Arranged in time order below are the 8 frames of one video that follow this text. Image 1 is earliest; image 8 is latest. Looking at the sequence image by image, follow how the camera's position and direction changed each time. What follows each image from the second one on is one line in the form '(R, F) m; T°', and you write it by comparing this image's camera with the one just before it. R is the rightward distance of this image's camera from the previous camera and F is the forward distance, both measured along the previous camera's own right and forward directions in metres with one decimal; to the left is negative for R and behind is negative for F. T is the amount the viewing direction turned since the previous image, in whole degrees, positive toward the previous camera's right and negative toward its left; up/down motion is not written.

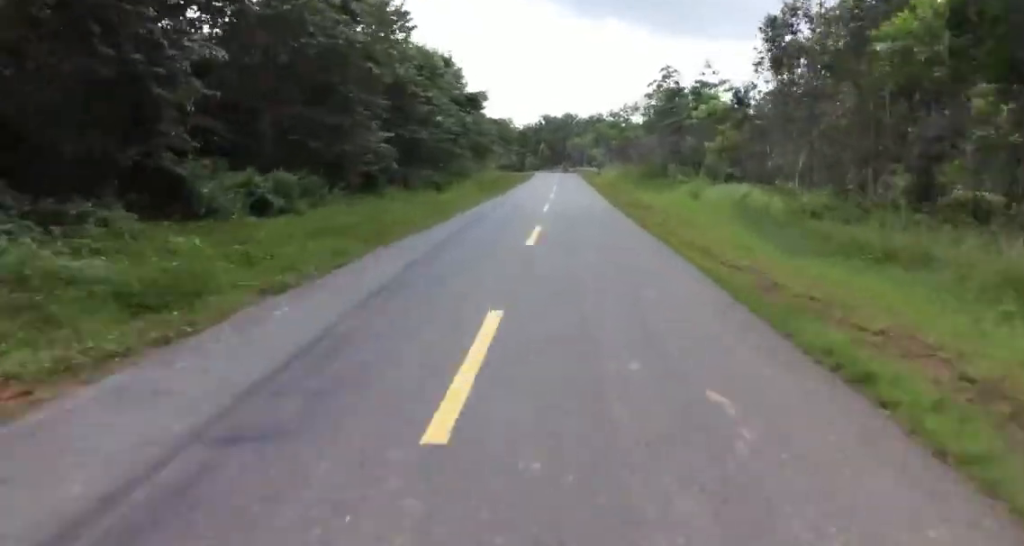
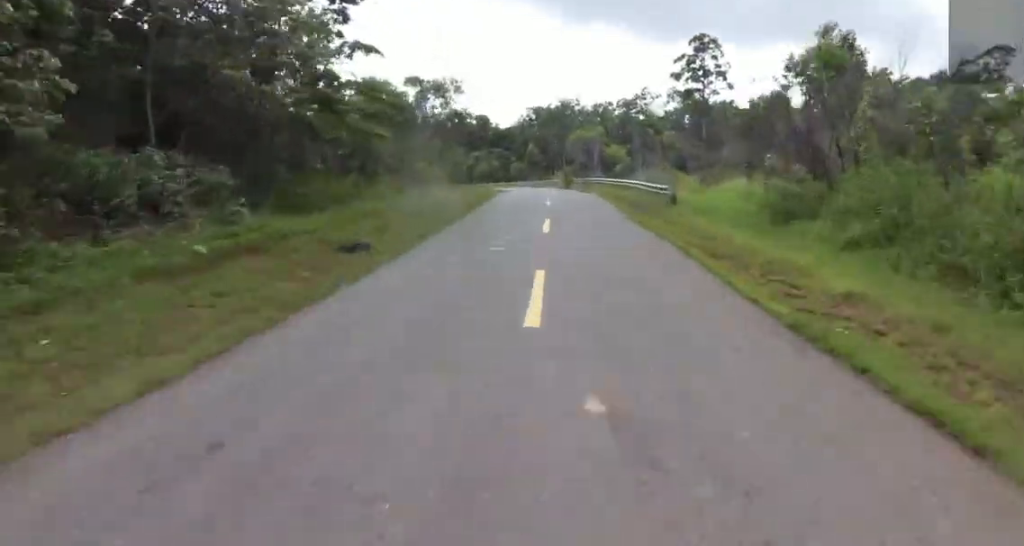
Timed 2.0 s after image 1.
(-1.3, +43.5) m; -2°
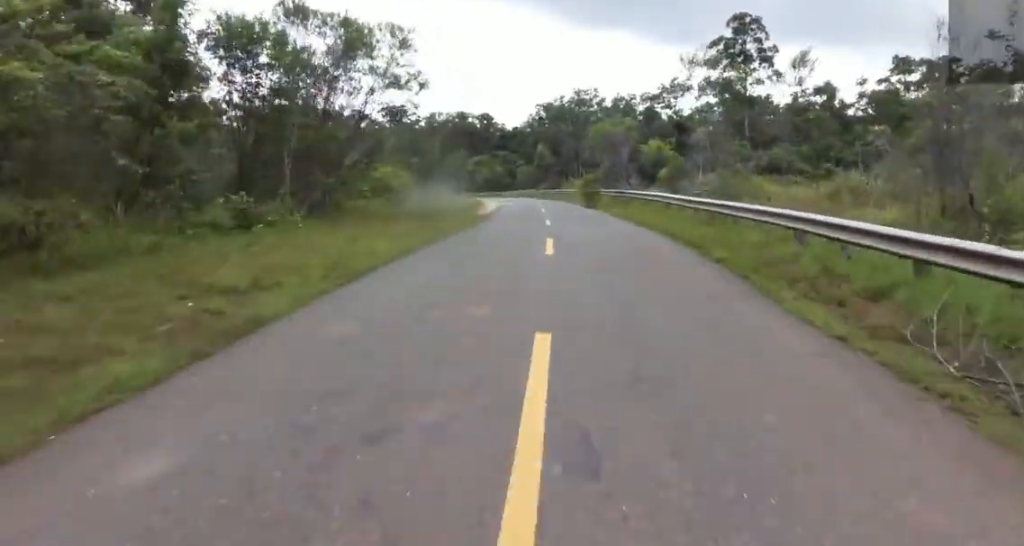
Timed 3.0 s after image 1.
(+0.2, +19.4) m; -2°
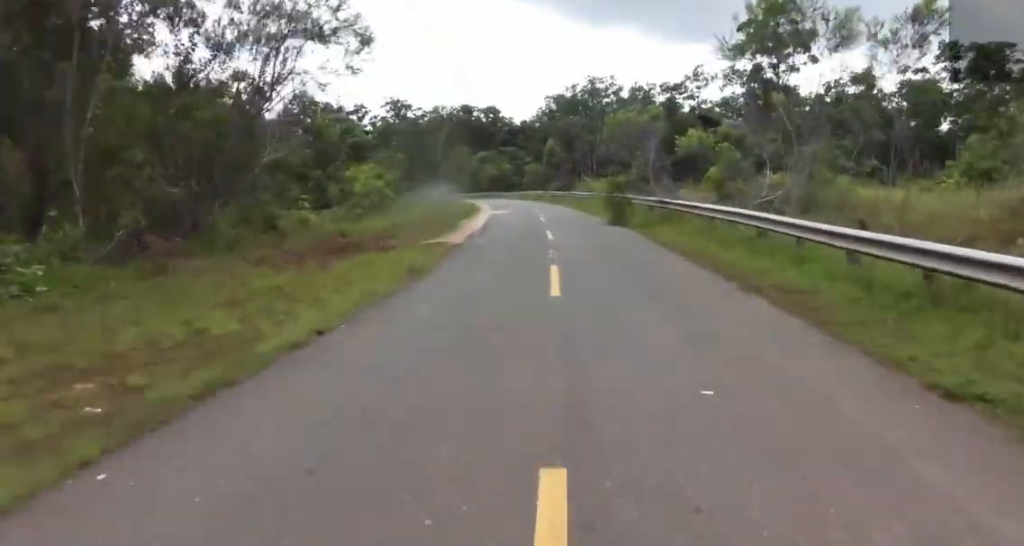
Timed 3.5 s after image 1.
(0.0, +10.3) m; -1°
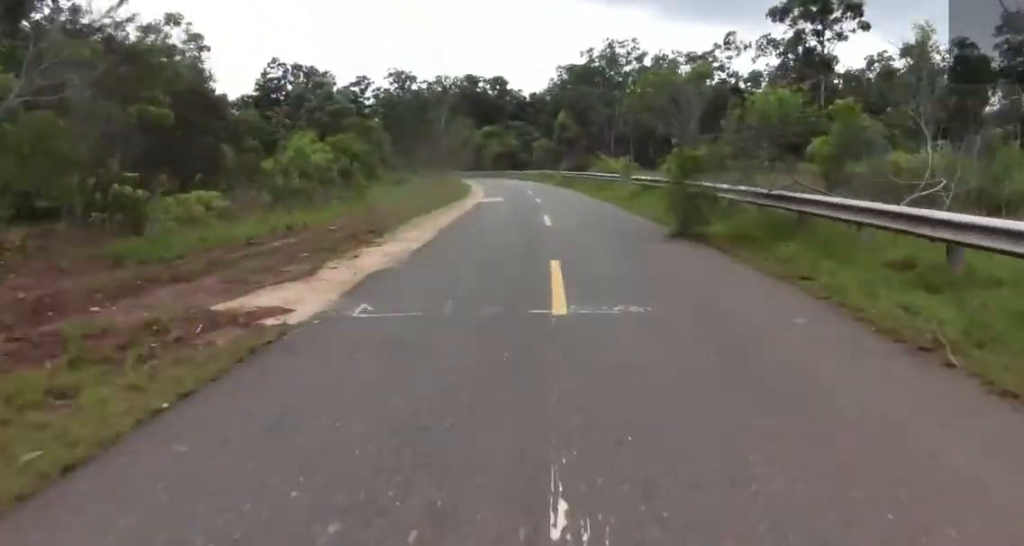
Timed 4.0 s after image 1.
(-0.5, +9.5) m; -1°
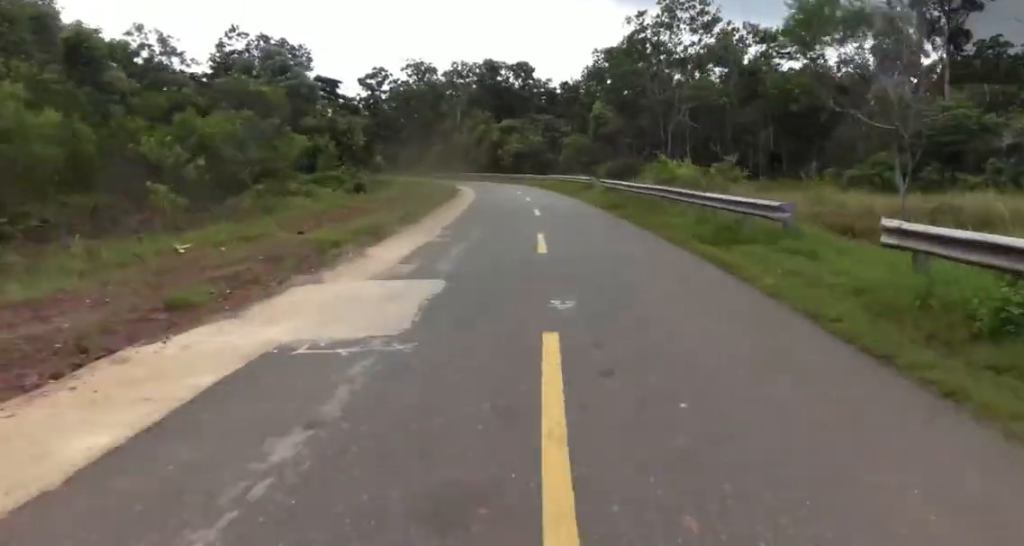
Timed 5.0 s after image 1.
(0.0, +19.9) m; -3°
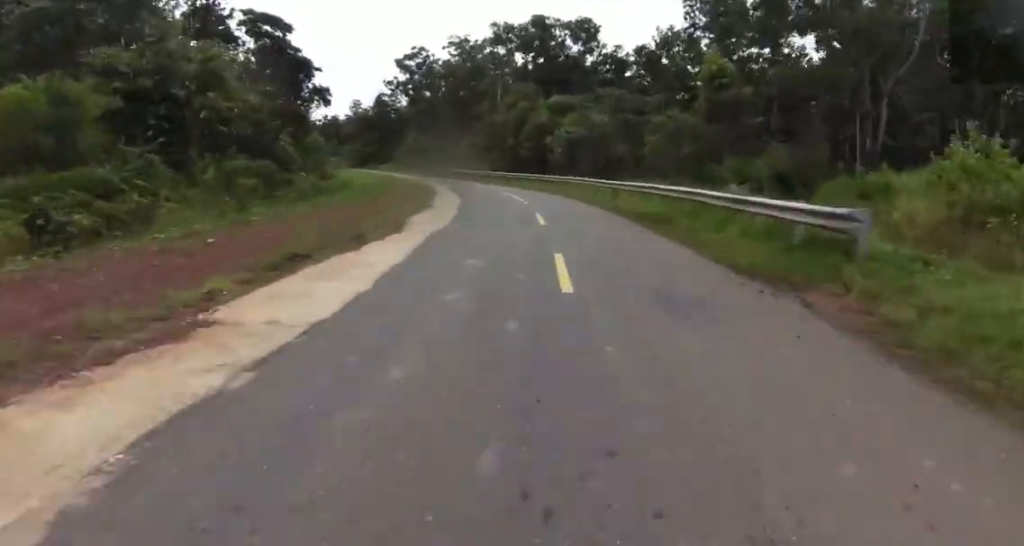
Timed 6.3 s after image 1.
(-2.1, +26.1) m; -12°
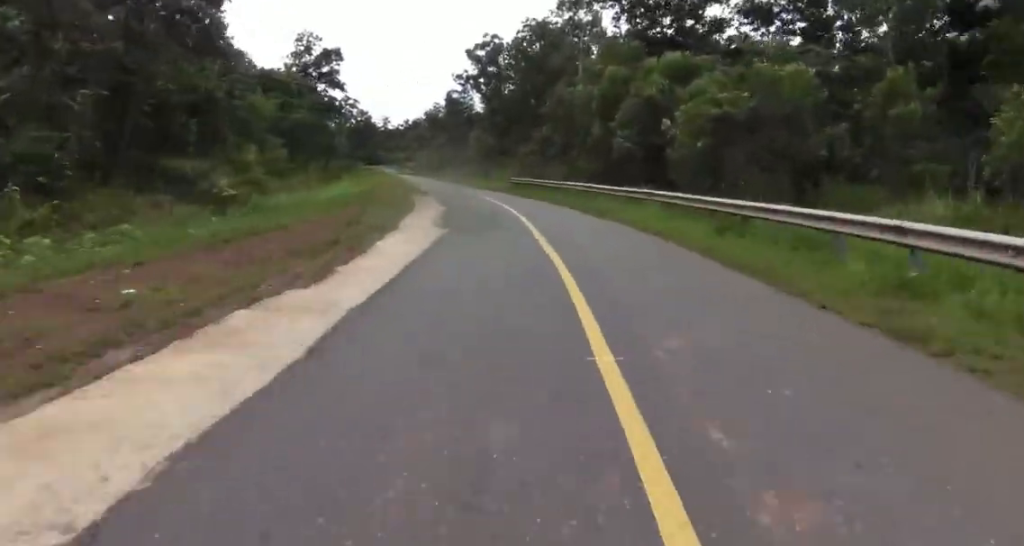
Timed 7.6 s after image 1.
(-1.9, +24.5) m; -5°
